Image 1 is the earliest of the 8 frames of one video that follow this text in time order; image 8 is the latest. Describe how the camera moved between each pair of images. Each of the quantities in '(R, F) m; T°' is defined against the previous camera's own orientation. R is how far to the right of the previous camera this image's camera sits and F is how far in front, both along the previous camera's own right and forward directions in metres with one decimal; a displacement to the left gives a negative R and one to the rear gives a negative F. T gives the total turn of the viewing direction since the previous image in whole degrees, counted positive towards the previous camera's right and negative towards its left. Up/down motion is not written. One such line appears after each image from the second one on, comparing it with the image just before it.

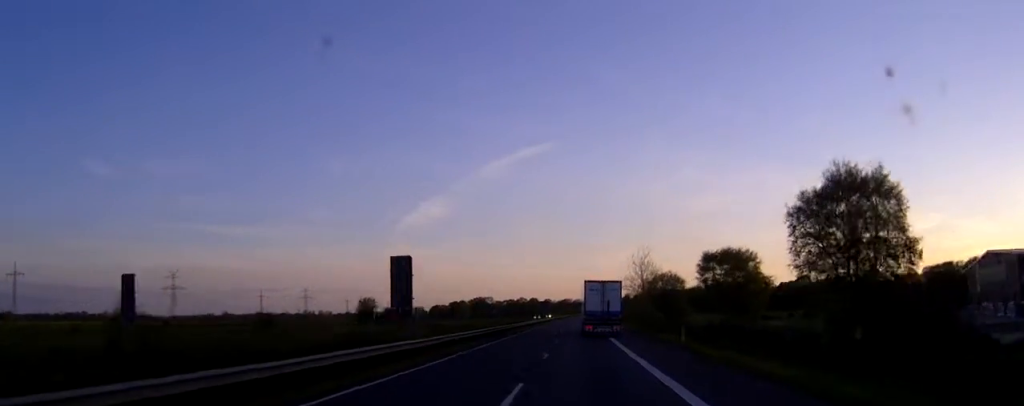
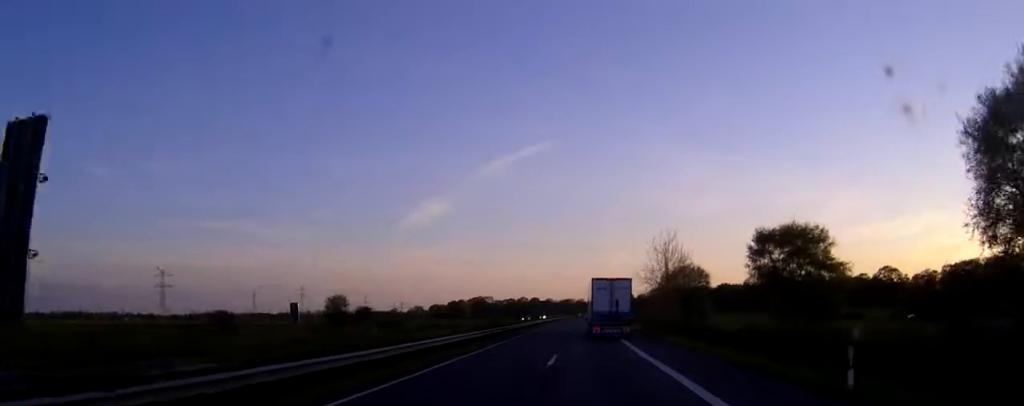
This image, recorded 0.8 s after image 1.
(-0.1, +22.7) m; 0°
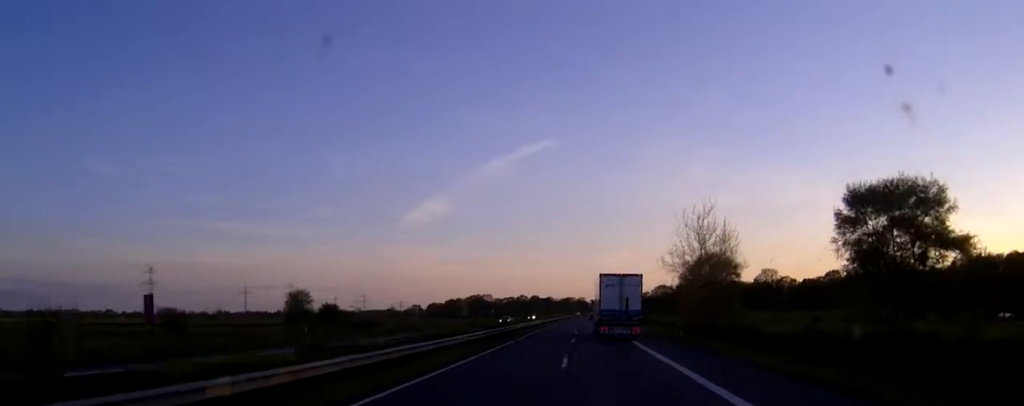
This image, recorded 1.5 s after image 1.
(+0.1, +20.7) m; 0°
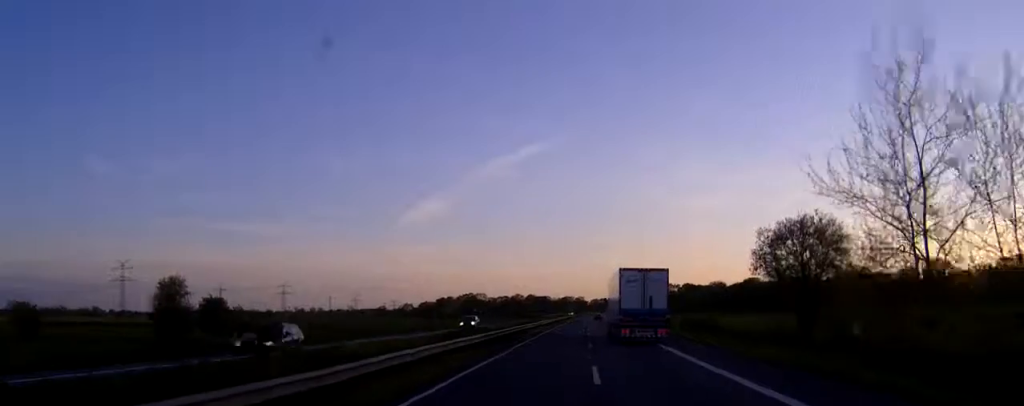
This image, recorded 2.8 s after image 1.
(+0.1, +40.2) m; 0°
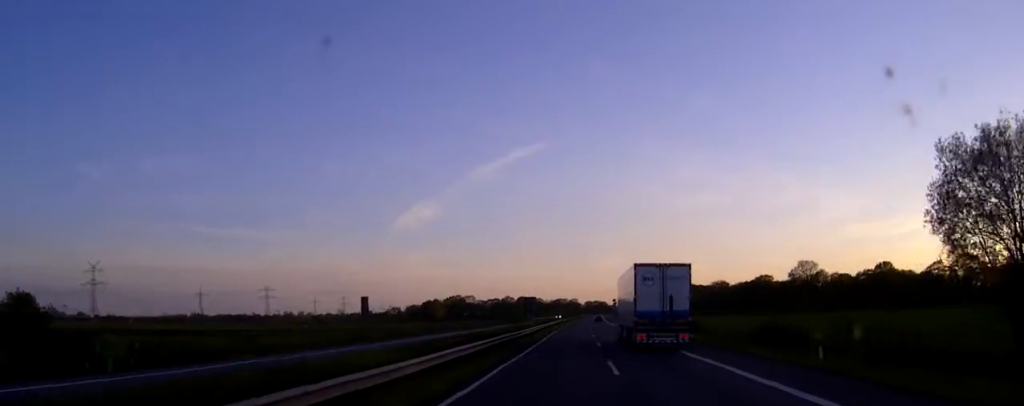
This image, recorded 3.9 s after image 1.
(+0.1, +32.4) m; 0°
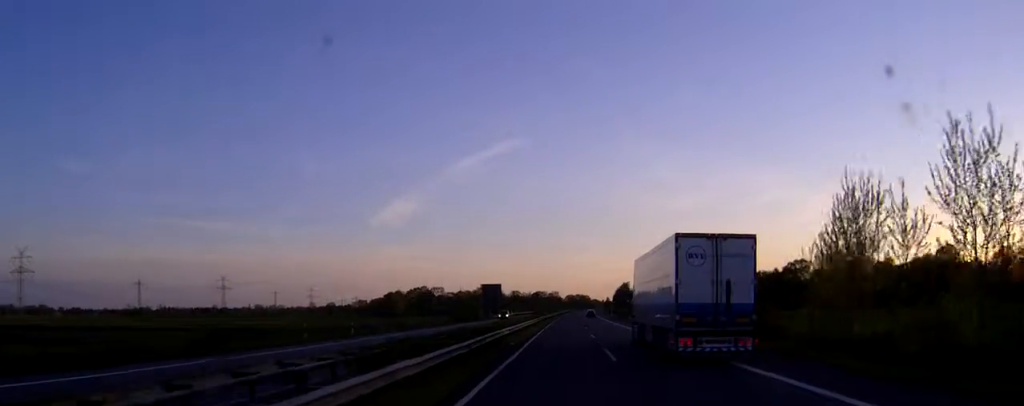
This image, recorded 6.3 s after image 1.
(+0.9, +69.6) m; +1°
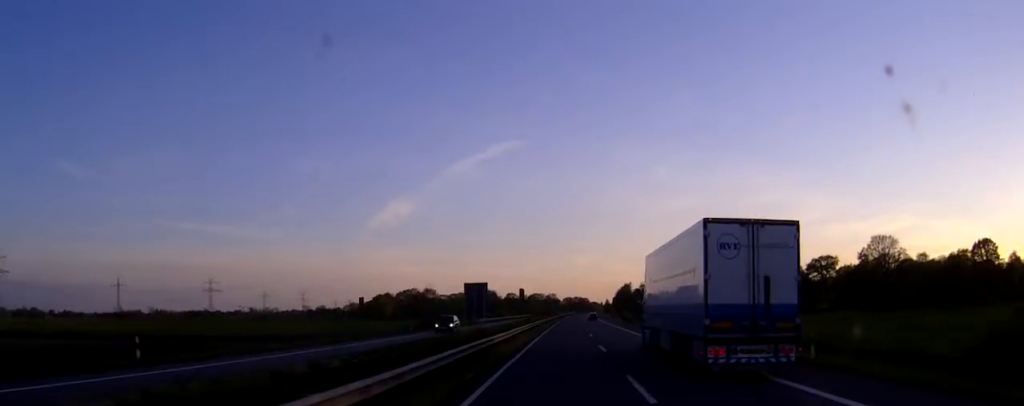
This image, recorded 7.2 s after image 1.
(+0.1, +26.5) m; 0°
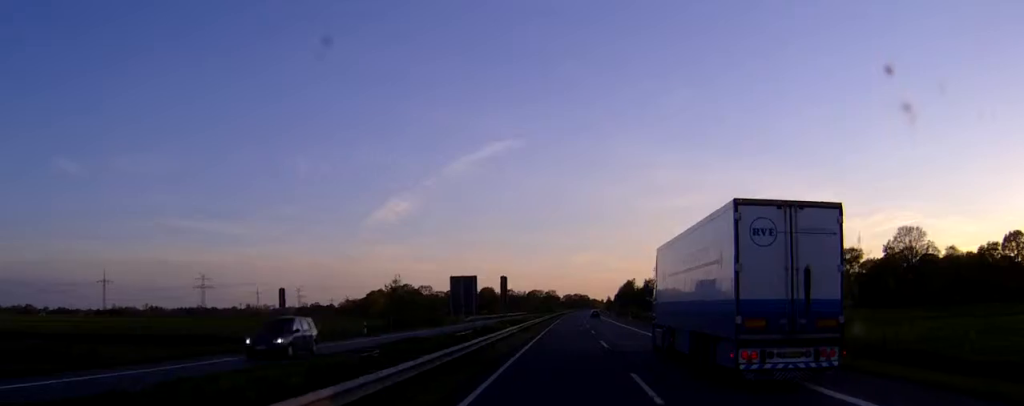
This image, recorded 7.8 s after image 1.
(0.0, +18.6) m; 0°
